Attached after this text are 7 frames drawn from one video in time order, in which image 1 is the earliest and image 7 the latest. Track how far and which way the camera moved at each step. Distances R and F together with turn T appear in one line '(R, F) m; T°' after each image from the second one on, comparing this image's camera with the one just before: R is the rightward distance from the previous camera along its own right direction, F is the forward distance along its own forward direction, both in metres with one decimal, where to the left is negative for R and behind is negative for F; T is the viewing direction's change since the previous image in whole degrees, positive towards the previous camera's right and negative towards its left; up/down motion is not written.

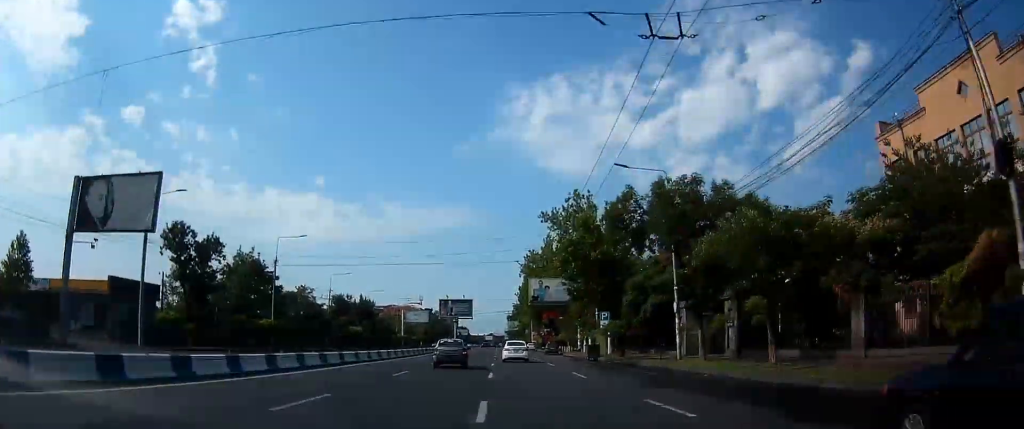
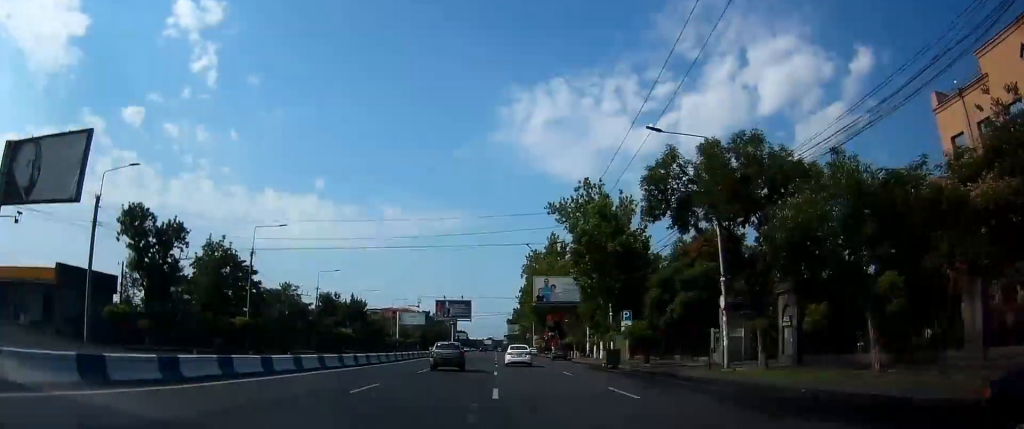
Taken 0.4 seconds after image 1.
(0.0, +7.1) m; 0°
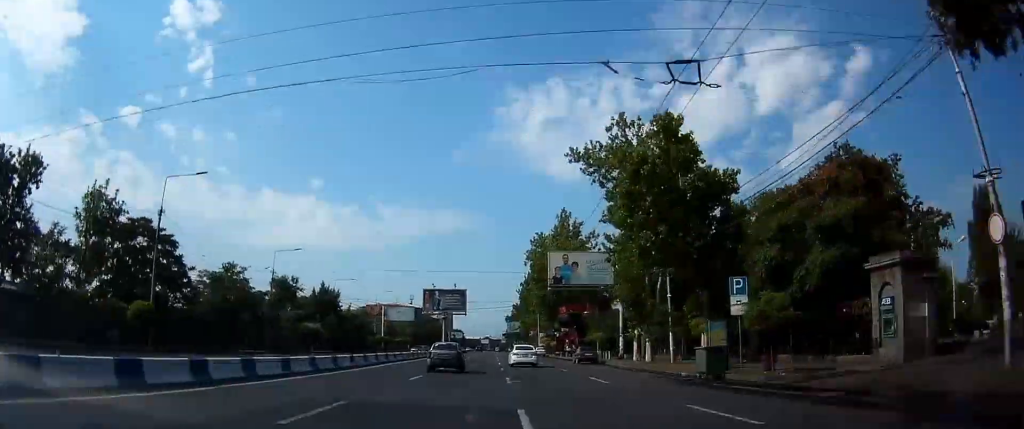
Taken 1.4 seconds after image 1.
(+0.3, +17.9) m; 0°
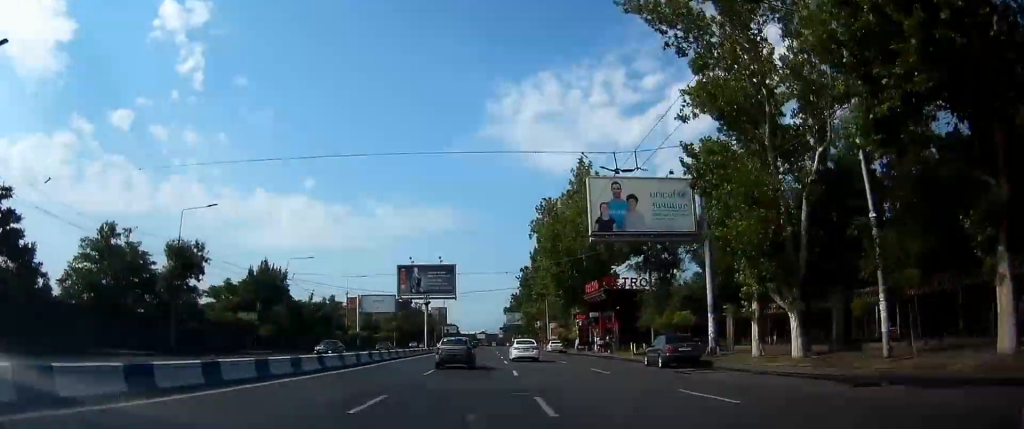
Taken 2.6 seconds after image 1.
(-0.4, +22.0) m; -1°
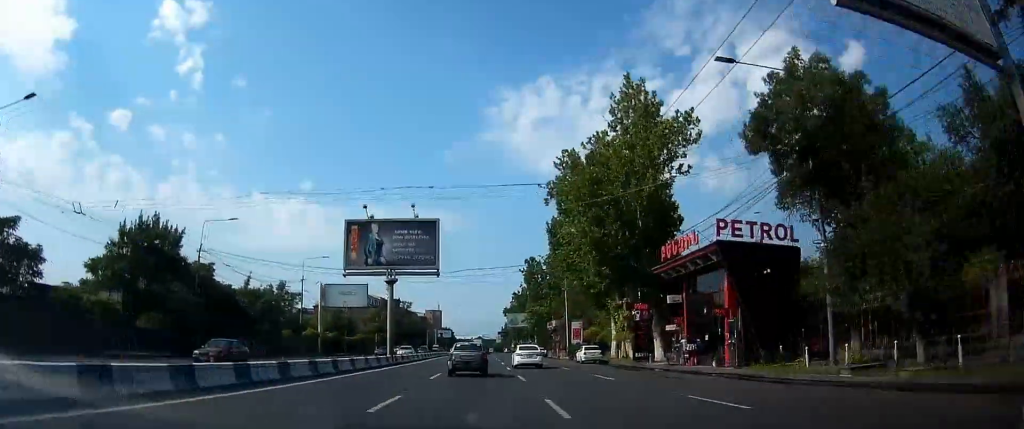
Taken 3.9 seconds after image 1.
(+0.1, +23.9) m; +1°
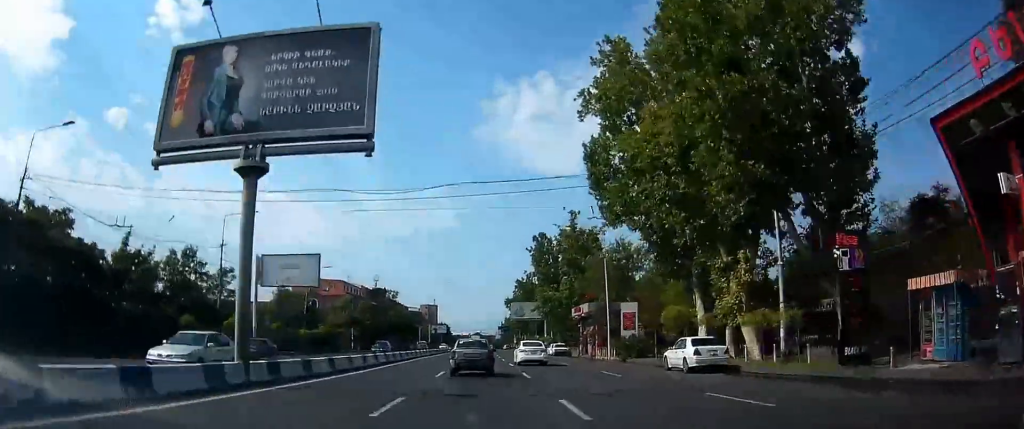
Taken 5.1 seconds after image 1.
(+0.2, +24.4) m; -1°
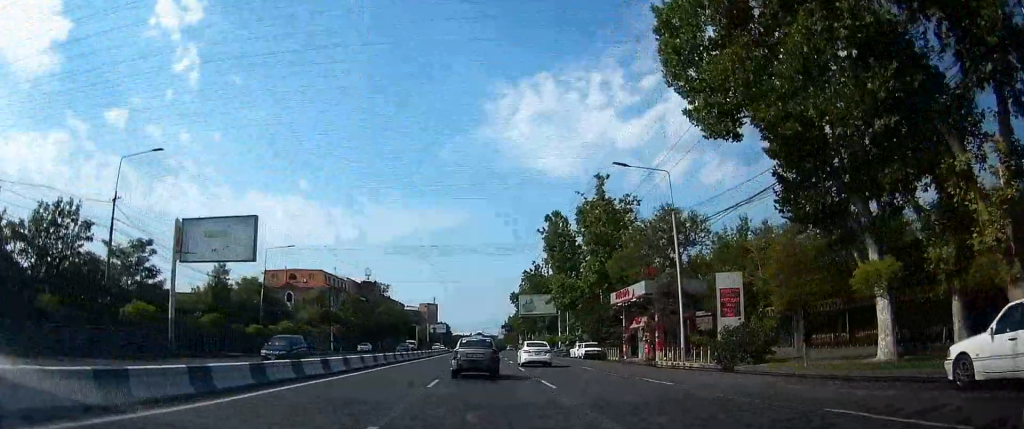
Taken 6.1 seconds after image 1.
(-0.3, +18.1) m; 0°
